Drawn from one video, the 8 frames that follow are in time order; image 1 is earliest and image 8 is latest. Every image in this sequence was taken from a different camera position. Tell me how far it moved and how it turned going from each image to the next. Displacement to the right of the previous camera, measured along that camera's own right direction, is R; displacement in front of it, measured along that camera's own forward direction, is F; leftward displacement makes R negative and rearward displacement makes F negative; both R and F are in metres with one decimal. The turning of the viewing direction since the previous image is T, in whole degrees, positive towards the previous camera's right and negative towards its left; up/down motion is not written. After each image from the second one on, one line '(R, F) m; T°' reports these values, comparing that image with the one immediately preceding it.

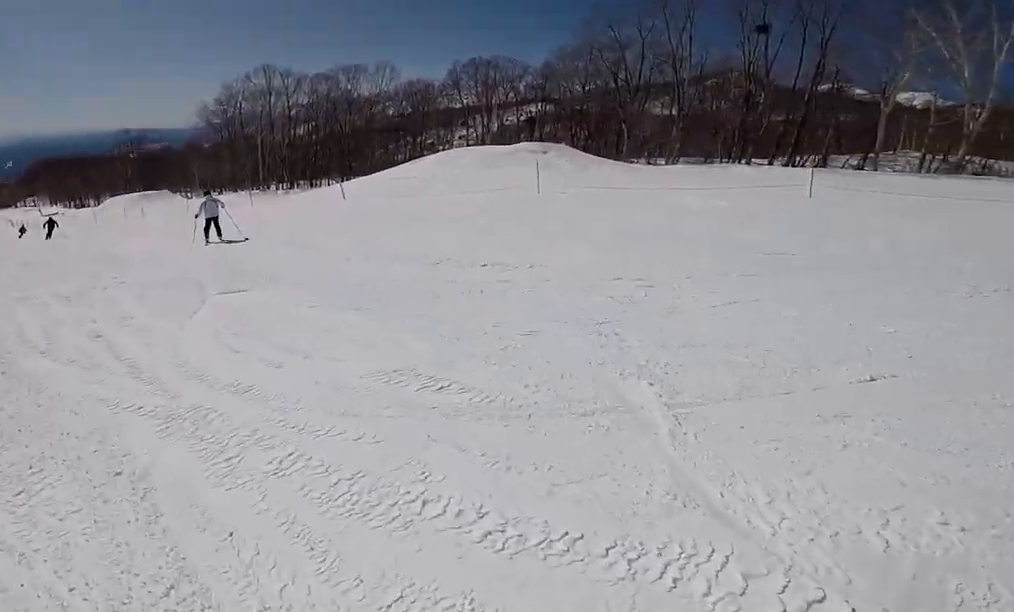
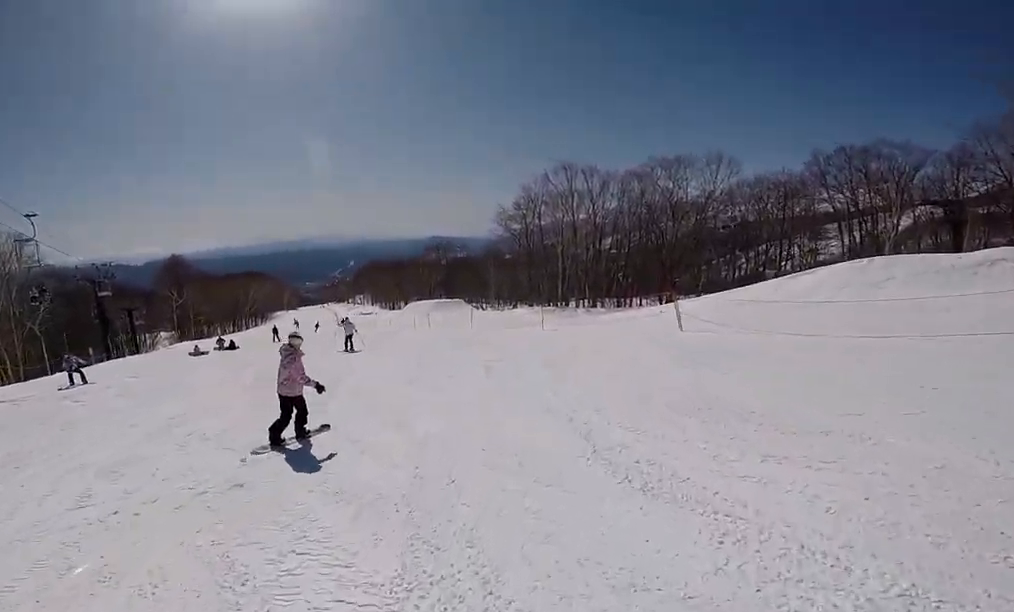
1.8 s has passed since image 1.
(-0.6, +6.9) m; -16°
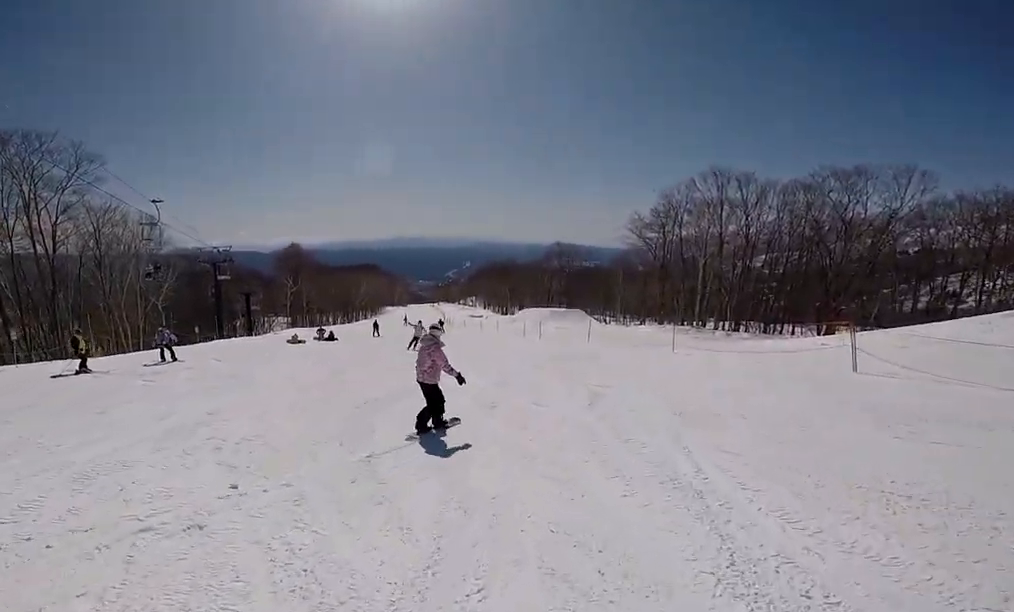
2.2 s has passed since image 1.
(-0.1, +2.0) m; -6°
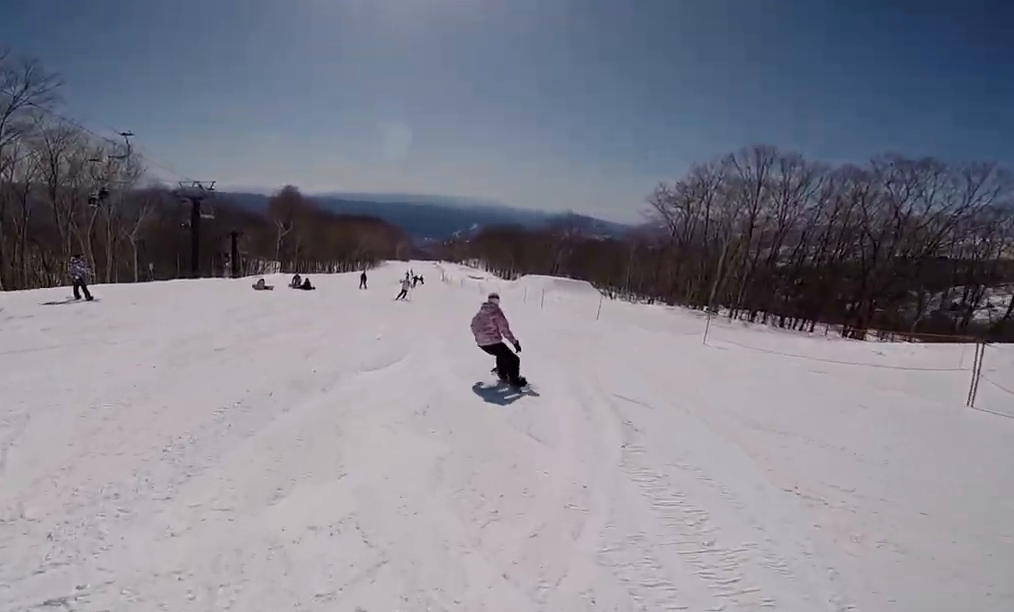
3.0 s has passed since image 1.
(-0.4, +3.9) m; -14°
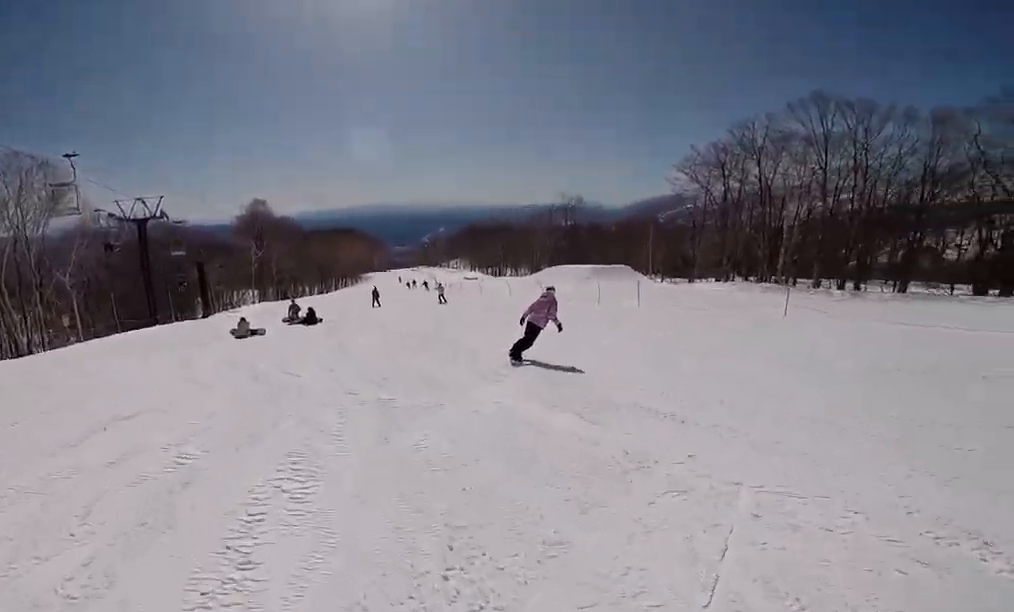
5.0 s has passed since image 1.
(-1.3, +9.8) m; +7°
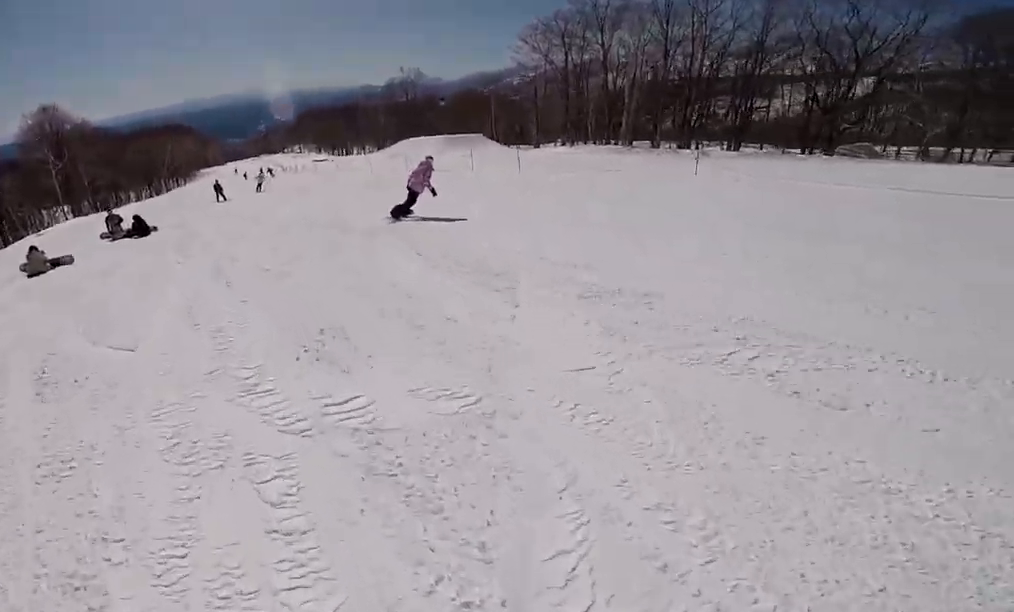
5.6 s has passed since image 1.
(+0.5, +3.5) m; +16°
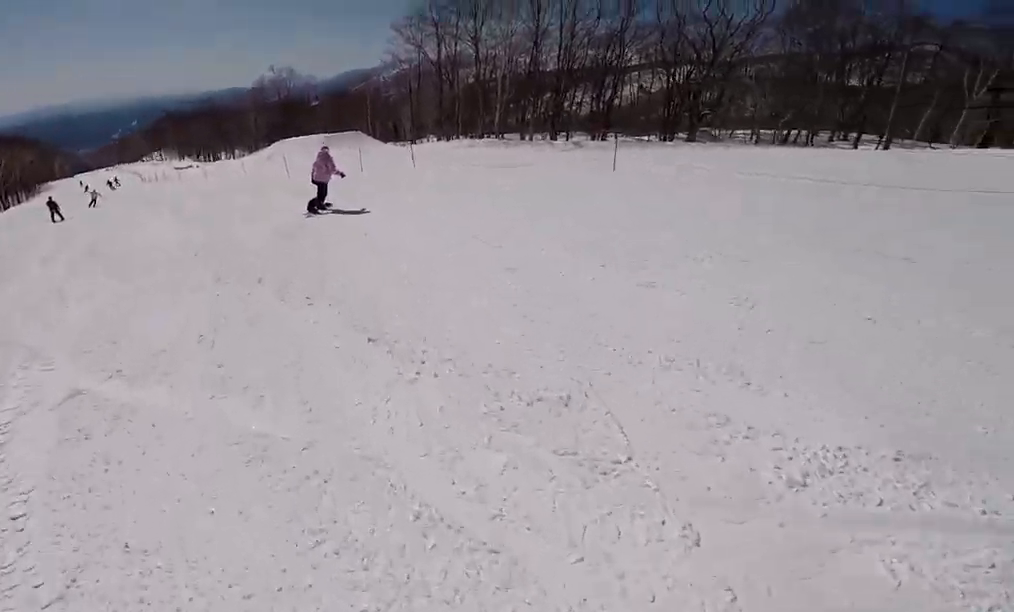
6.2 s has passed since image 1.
(+0.4, +3.0) m; +7°
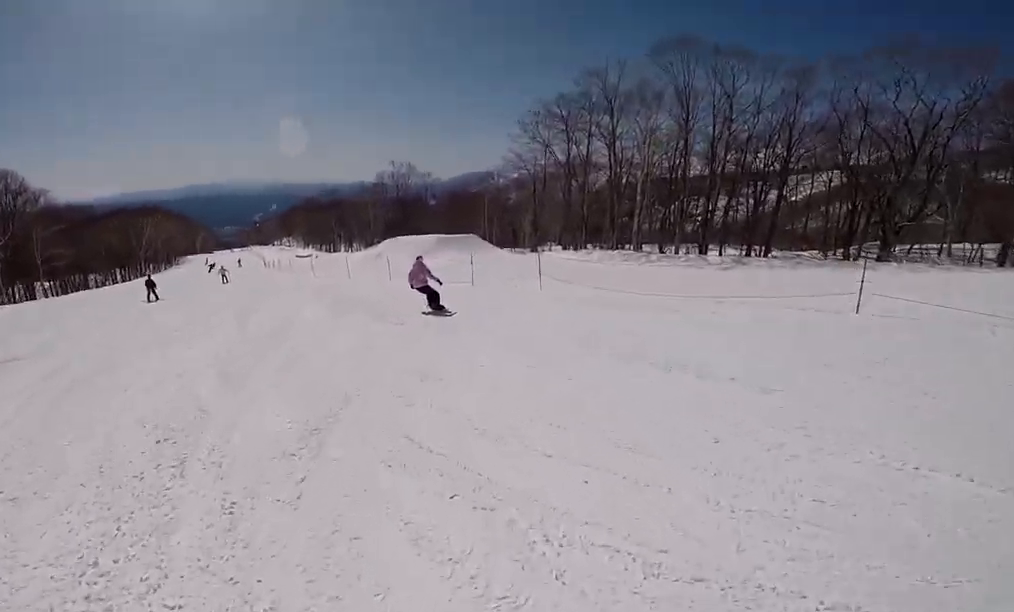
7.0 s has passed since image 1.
(+0.4, +4.3) m; -7°
